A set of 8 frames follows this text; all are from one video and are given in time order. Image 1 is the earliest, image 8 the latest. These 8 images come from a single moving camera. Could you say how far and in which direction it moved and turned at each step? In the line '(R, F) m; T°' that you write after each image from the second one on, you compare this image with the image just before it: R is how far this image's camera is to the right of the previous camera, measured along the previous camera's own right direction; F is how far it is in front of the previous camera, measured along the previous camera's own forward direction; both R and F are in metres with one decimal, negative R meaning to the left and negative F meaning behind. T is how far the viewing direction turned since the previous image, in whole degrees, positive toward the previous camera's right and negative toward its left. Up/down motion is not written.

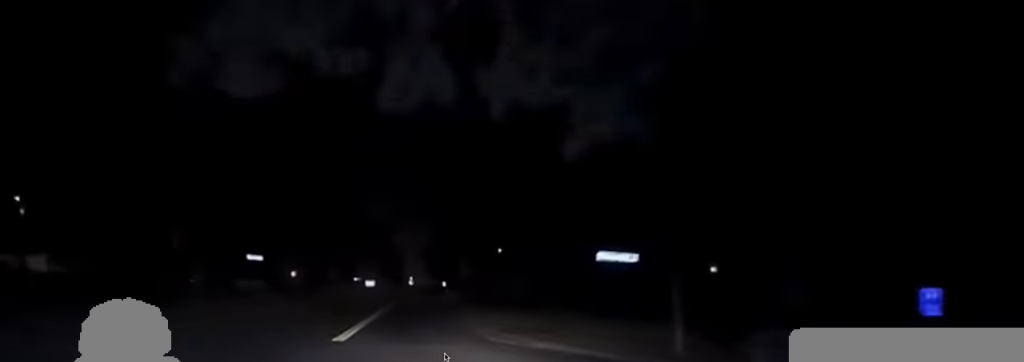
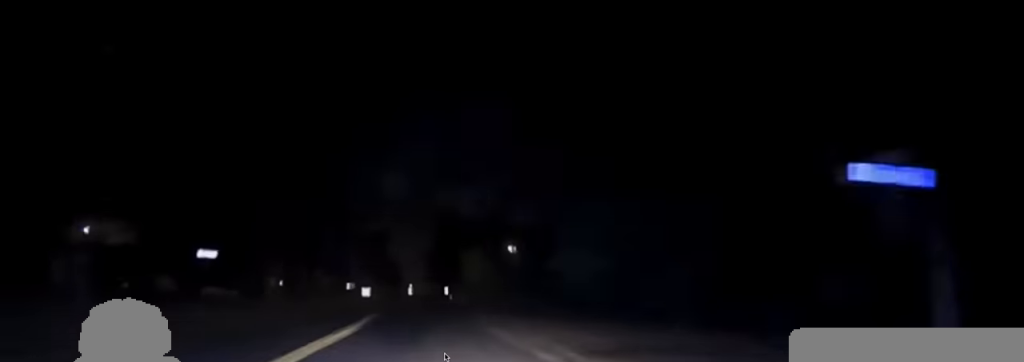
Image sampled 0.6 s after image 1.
(0.0, +16.7) m; 0°
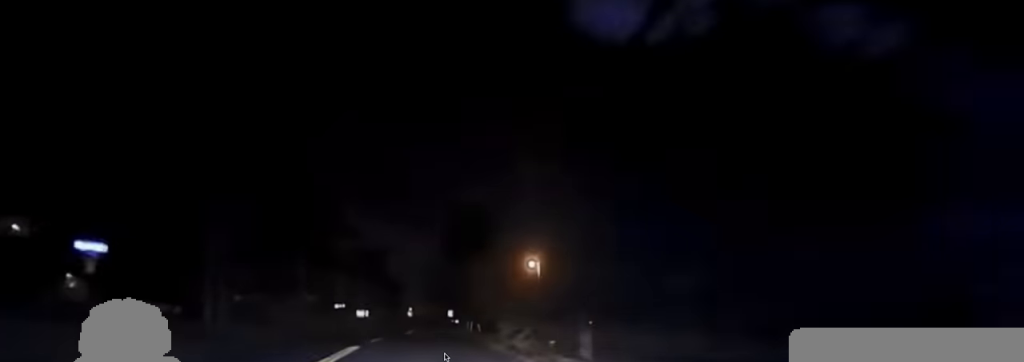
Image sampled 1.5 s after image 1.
(0.0, +22.0) m; 0°
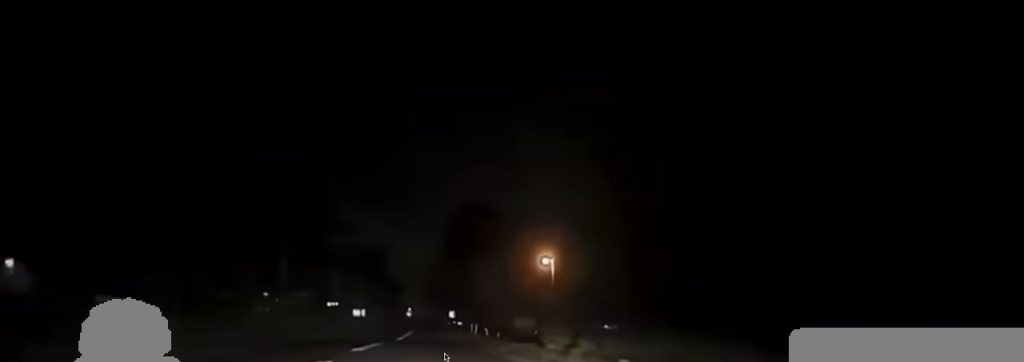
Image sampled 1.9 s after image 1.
(+0.1, +10.9) m; 0°
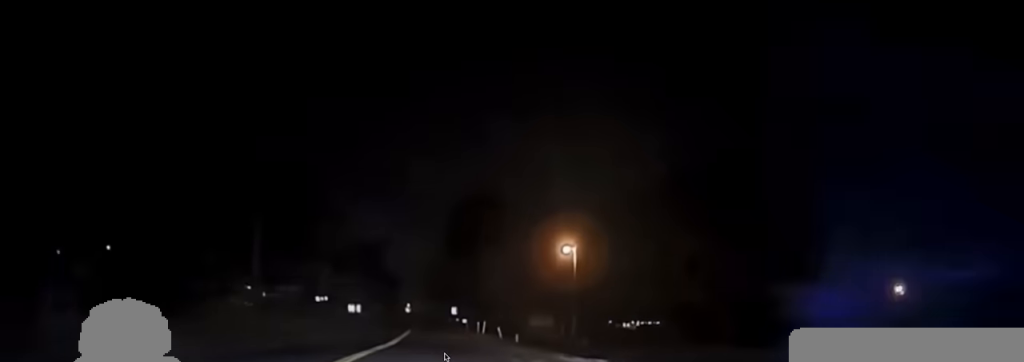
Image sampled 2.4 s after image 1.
(-0.1, +12.8) m; 0°
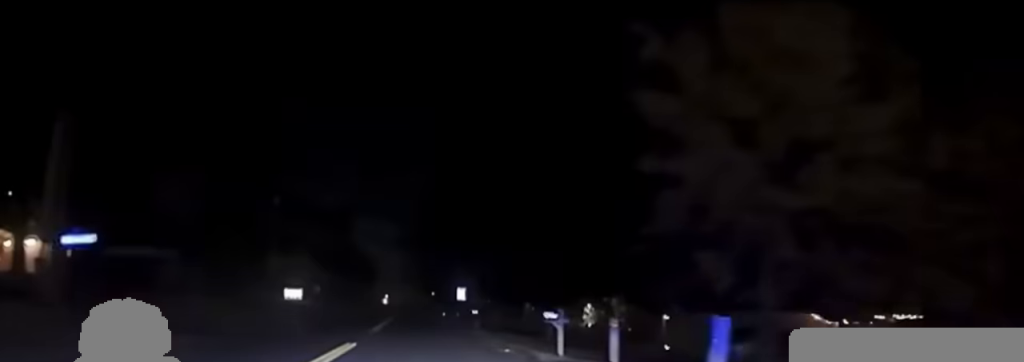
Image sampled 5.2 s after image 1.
(+1.4, +70.9) m; +1°
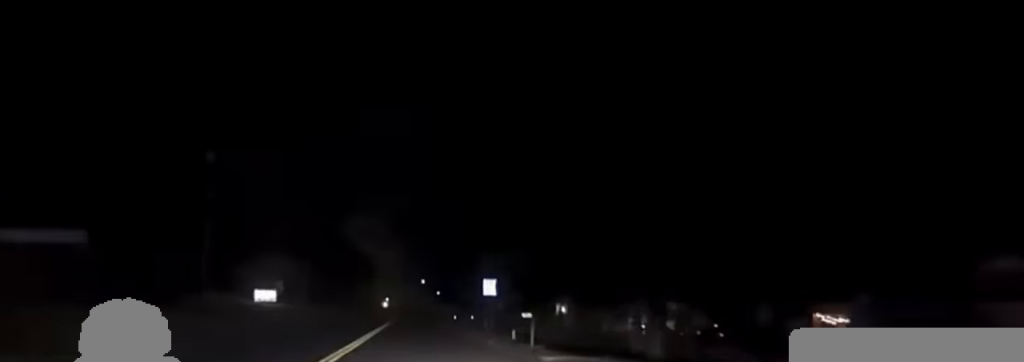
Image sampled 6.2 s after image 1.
(0.0, +24.5) m; 0°
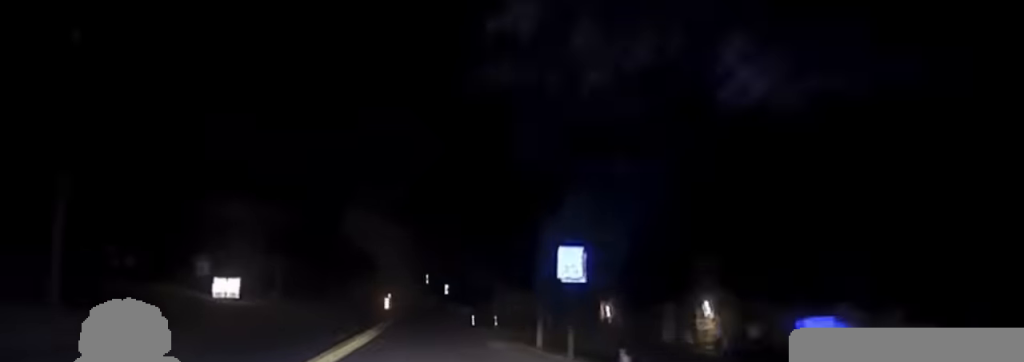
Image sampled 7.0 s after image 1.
(0.0, +22.3) m; 0°
